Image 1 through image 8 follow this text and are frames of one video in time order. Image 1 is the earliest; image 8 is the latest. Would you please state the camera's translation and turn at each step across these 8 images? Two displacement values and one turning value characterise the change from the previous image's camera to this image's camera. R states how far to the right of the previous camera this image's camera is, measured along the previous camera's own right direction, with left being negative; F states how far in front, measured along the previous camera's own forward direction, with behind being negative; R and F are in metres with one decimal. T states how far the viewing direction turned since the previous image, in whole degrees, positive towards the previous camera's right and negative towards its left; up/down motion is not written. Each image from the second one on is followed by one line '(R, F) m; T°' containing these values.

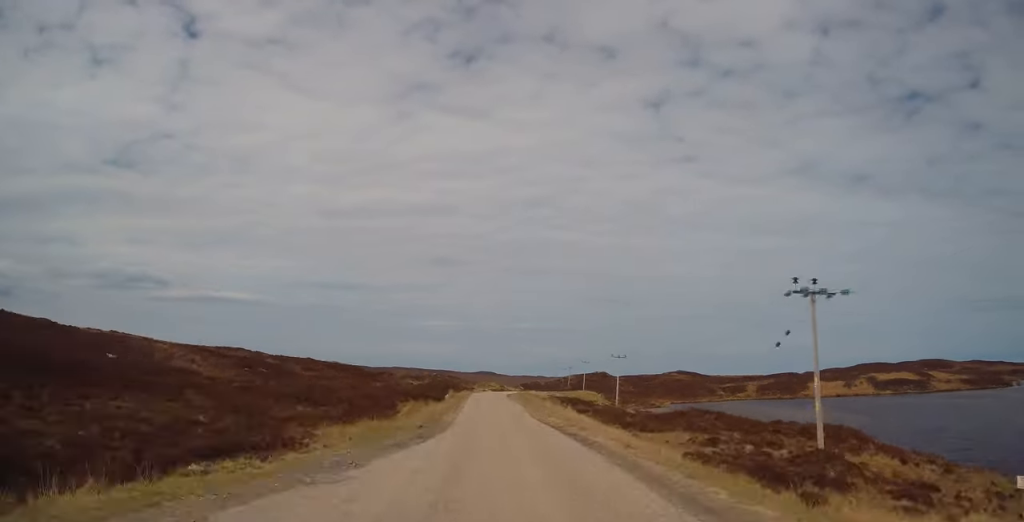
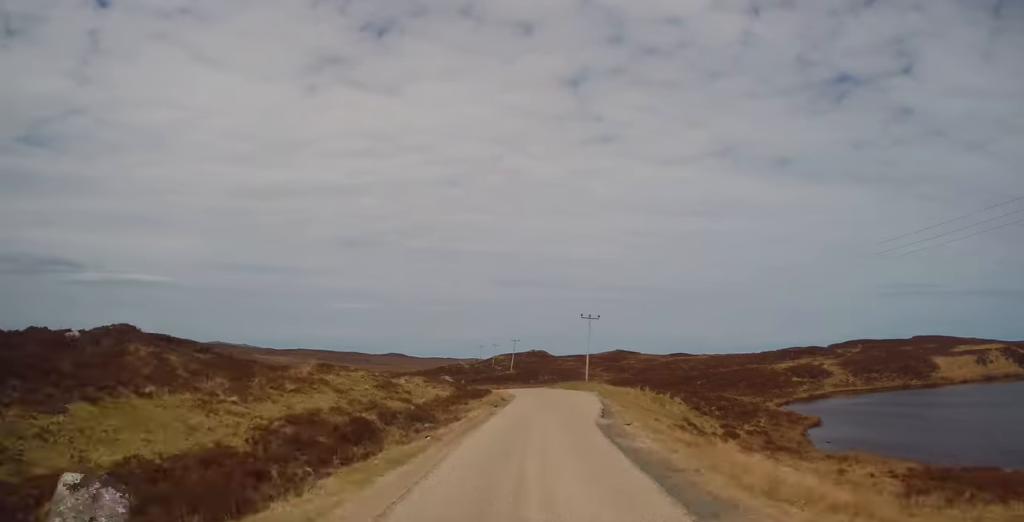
(+8.4, +90.0) m; +4°
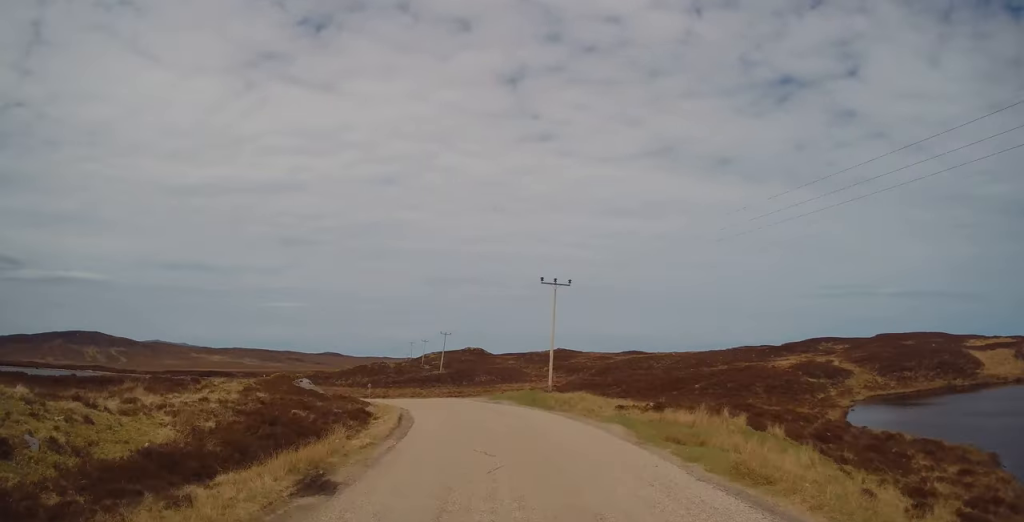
(+0.1, +28.1) m; -4°
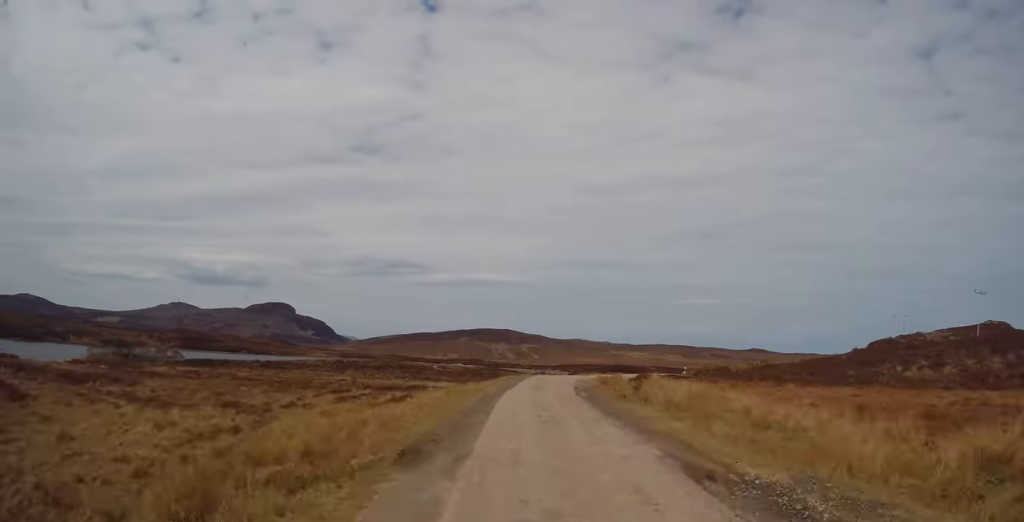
(-21.4, +90.5) m; -16°
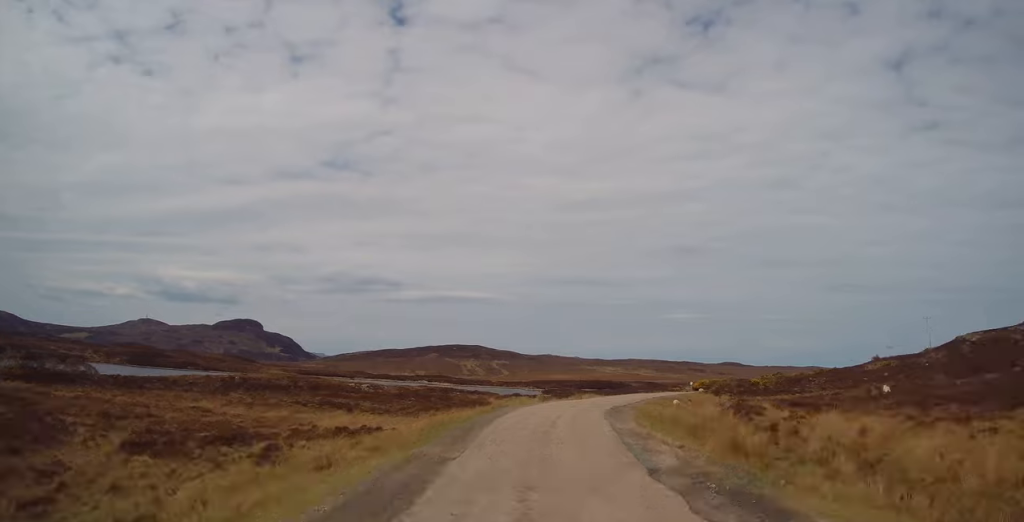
(+1.4, +23.1) m; +4°
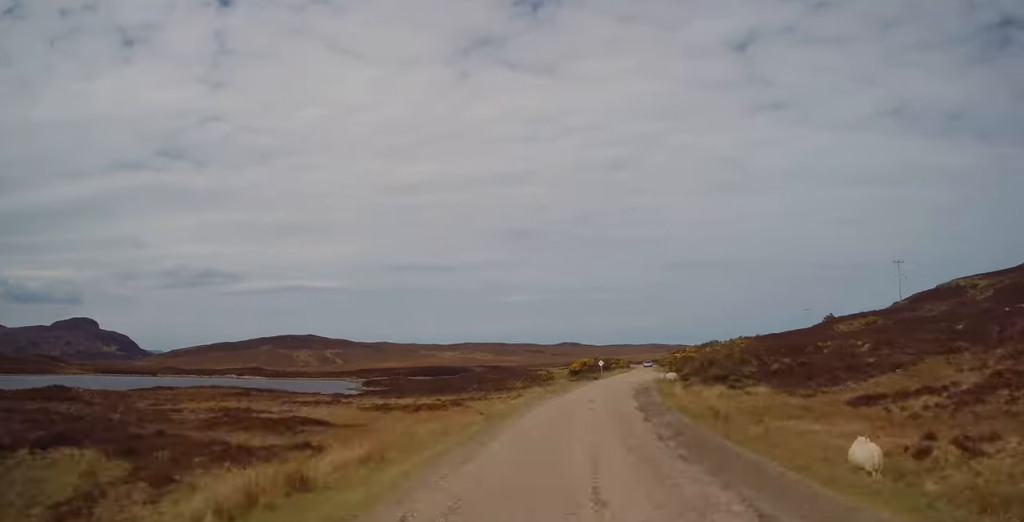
(+3.5, +44.4) m; +9°
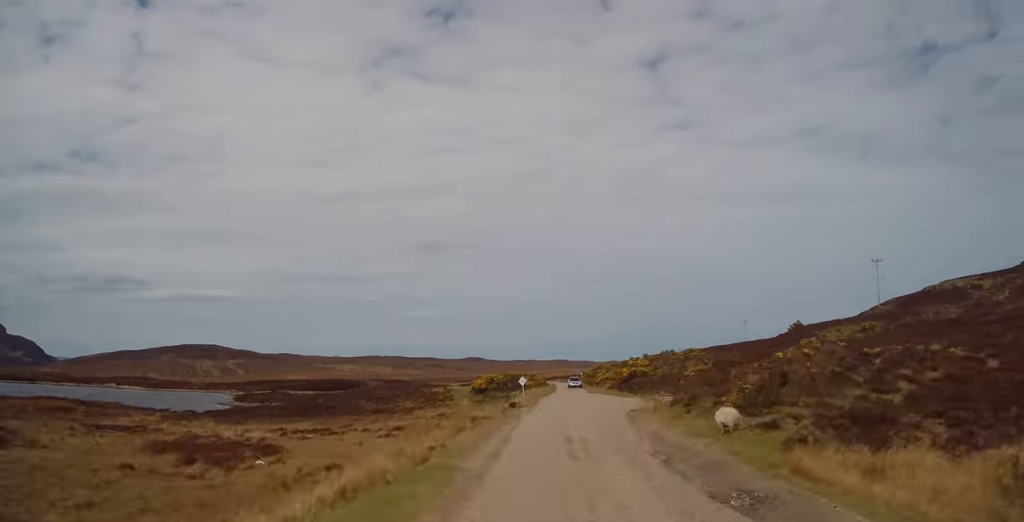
(+1.0, +21.2) m; +4°
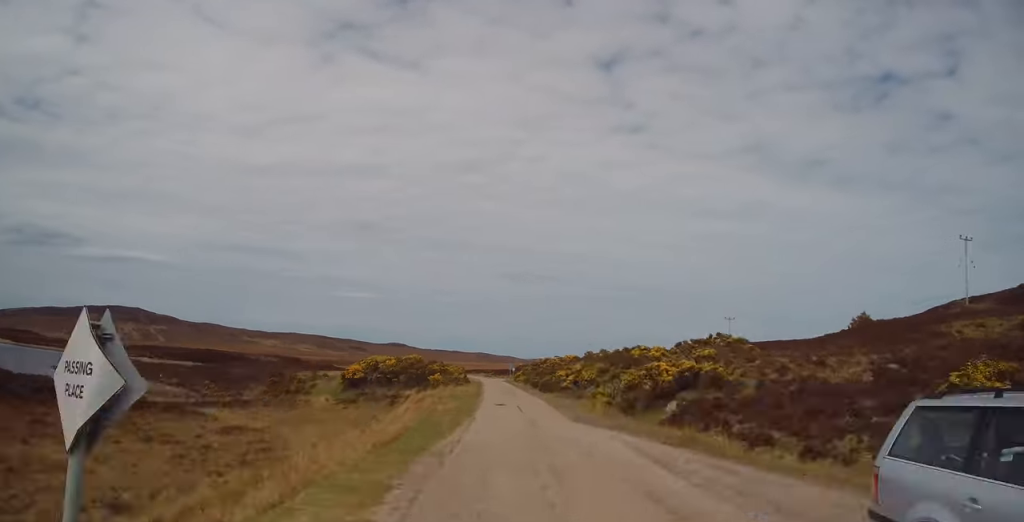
(+2.8, +46.6) m; +5°
